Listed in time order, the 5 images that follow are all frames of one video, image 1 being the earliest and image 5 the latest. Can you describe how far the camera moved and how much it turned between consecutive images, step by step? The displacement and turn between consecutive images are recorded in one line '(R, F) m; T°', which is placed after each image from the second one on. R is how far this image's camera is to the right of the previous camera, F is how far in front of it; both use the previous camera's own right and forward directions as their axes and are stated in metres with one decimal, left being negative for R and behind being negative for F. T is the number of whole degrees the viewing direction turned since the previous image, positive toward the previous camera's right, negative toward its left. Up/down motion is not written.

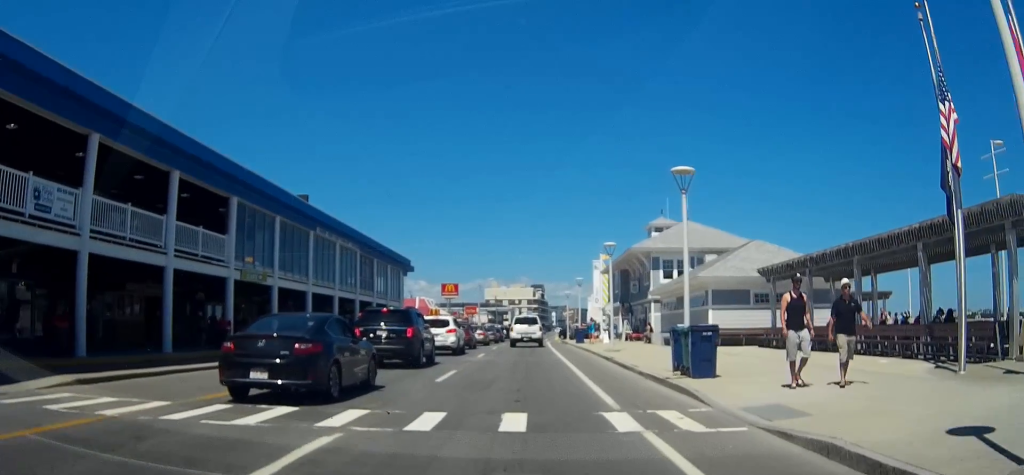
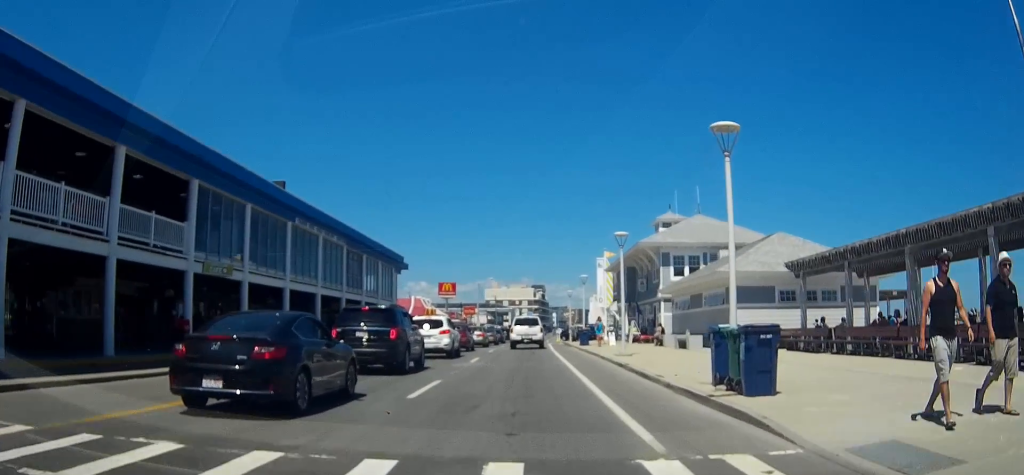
(0.0, +4.2) m; 0°
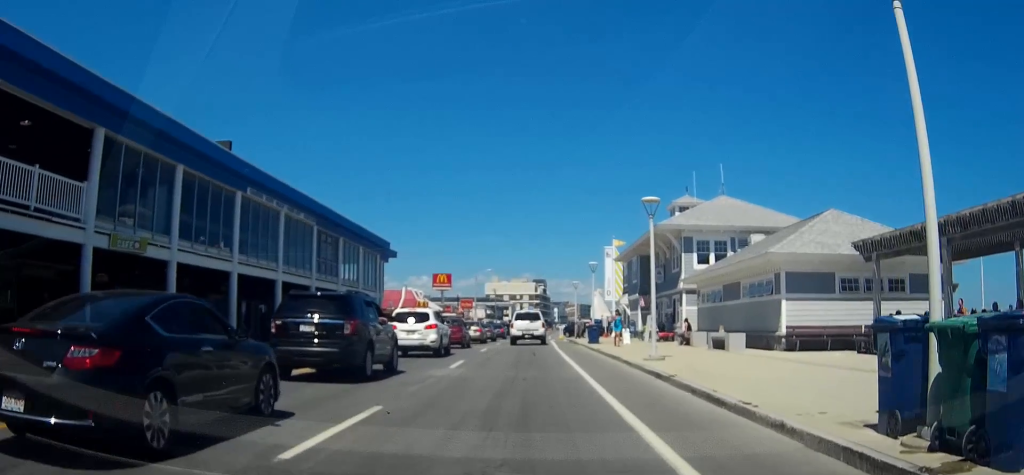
(-0.1, +7.0) m; 0°
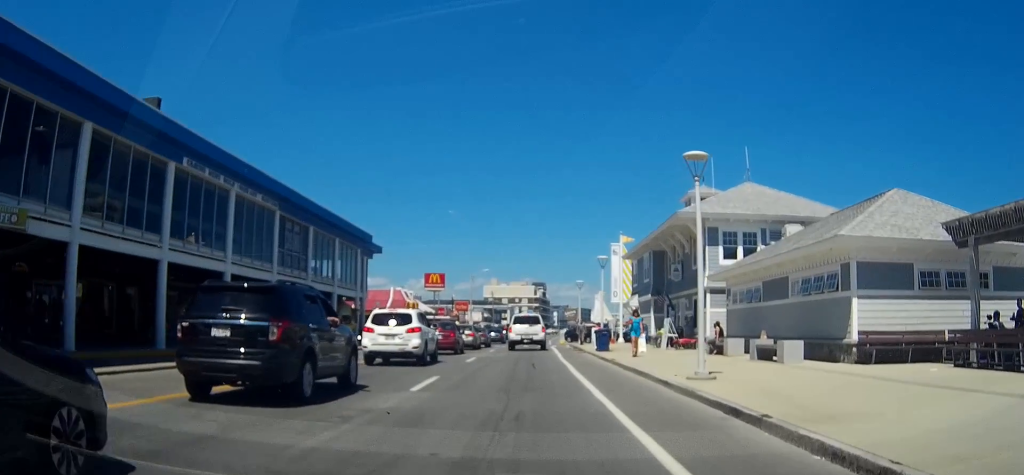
(0.0, +6.2) m; 0°
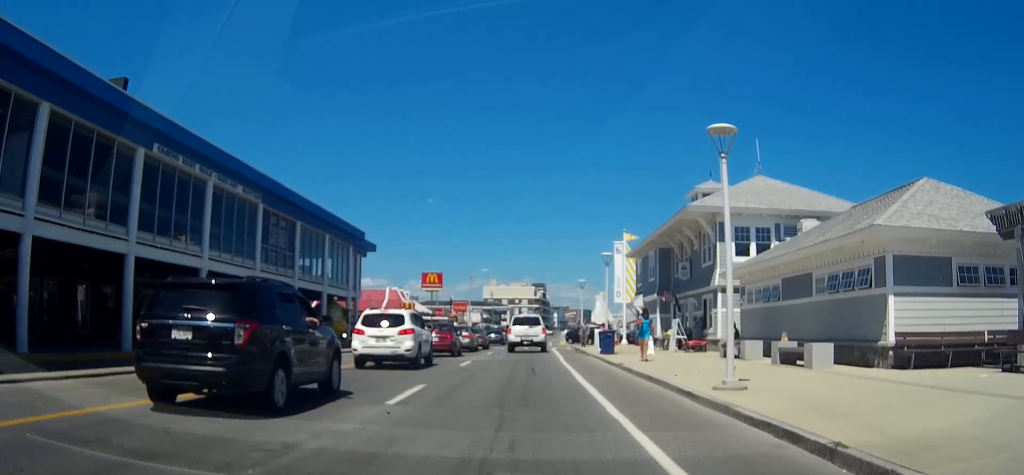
(0.0, +2.3) m; 0°
